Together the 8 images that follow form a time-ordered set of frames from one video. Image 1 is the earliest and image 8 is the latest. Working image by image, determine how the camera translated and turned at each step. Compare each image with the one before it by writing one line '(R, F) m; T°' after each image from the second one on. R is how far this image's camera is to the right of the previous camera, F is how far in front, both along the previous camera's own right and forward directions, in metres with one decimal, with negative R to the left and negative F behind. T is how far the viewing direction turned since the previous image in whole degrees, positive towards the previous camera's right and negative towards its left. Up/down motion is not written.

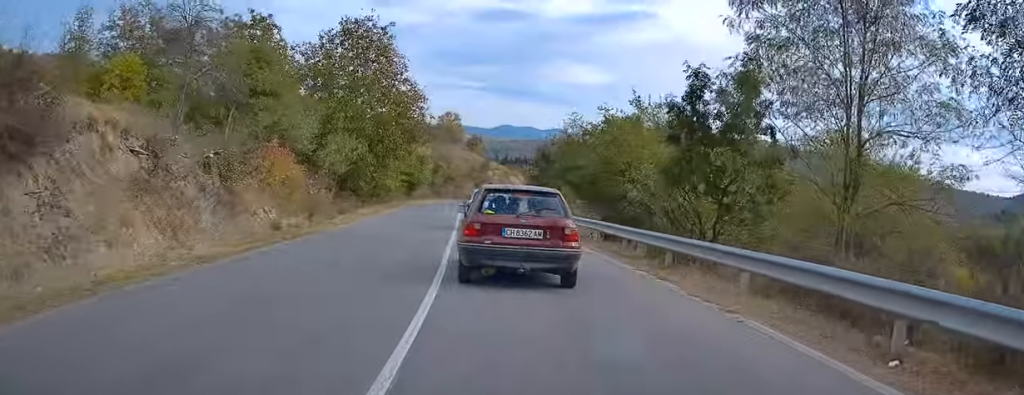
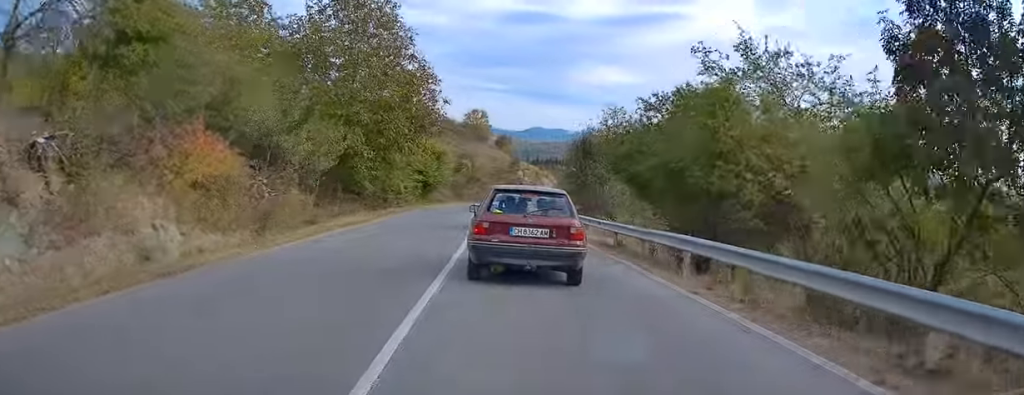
(-0.1, +8.6) m; -3°
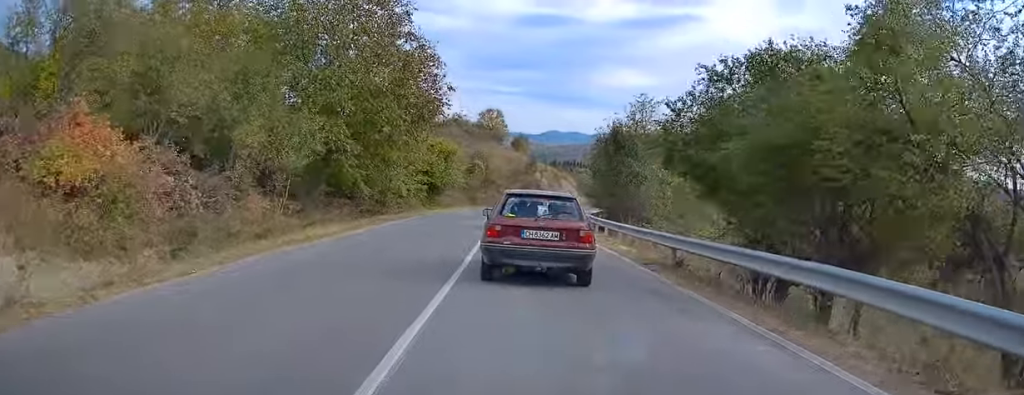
(-0.2, +5.9) m; -2°
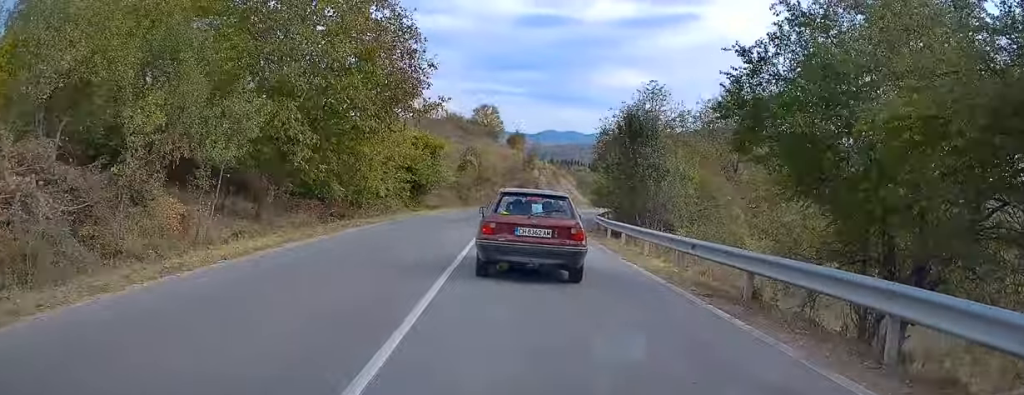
(-0.1, +5.4) m; -2°
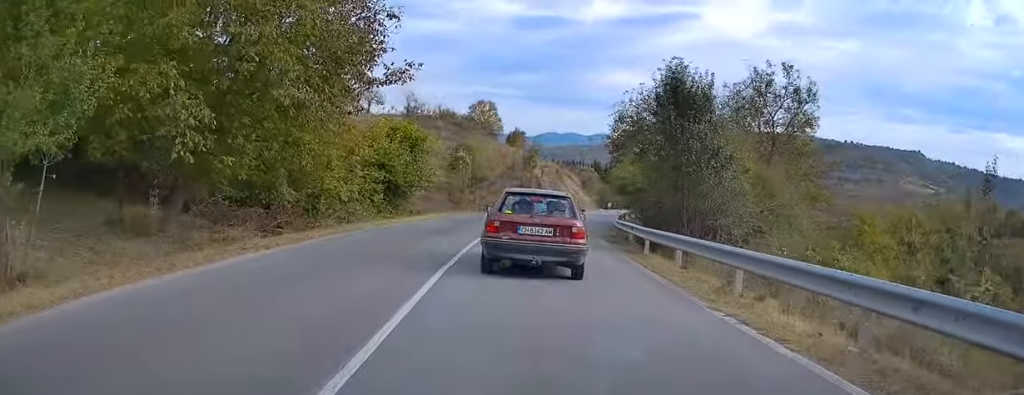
(-0.1, +7.7) m; +1°
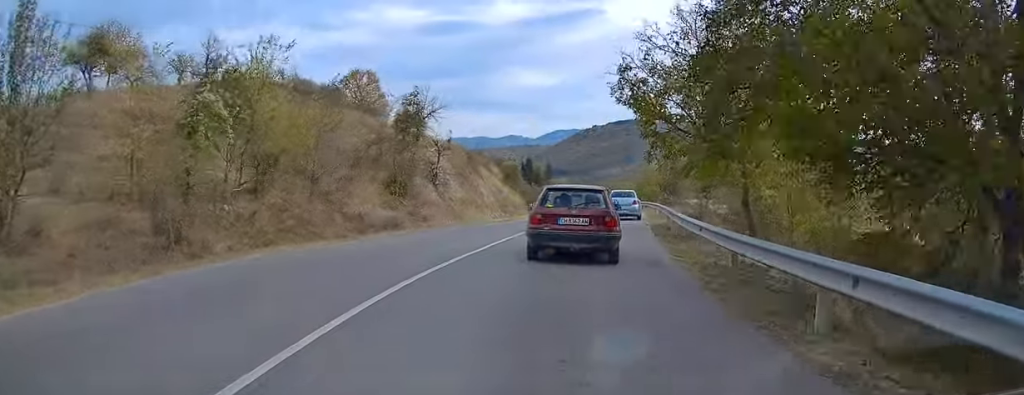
(+2.3, +31.7) m; +8°
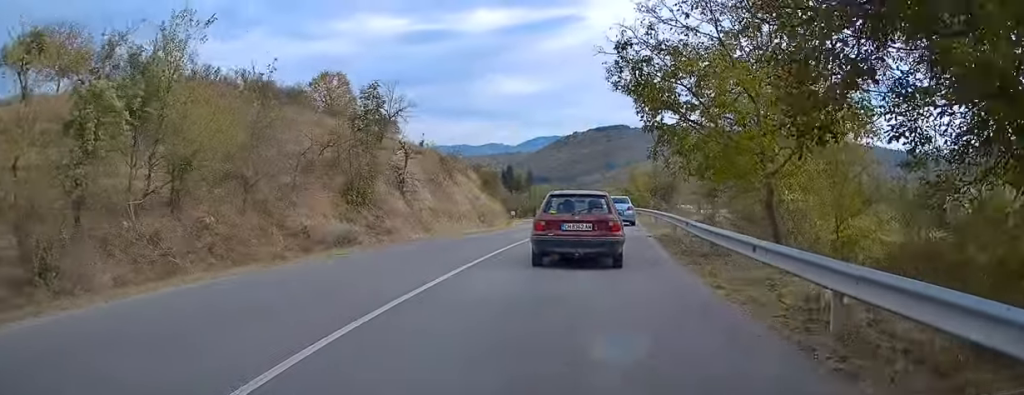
(0.0, +4.4) m; +1°
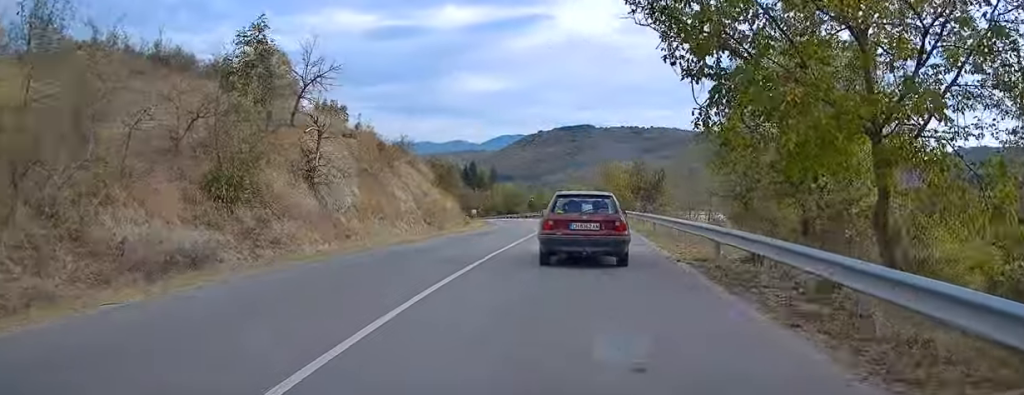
(+0.2, +8.7) m; +3°
